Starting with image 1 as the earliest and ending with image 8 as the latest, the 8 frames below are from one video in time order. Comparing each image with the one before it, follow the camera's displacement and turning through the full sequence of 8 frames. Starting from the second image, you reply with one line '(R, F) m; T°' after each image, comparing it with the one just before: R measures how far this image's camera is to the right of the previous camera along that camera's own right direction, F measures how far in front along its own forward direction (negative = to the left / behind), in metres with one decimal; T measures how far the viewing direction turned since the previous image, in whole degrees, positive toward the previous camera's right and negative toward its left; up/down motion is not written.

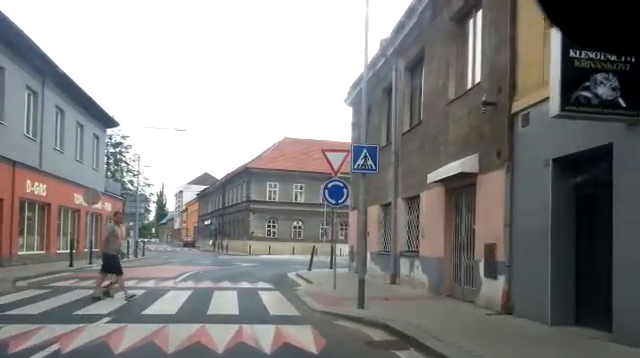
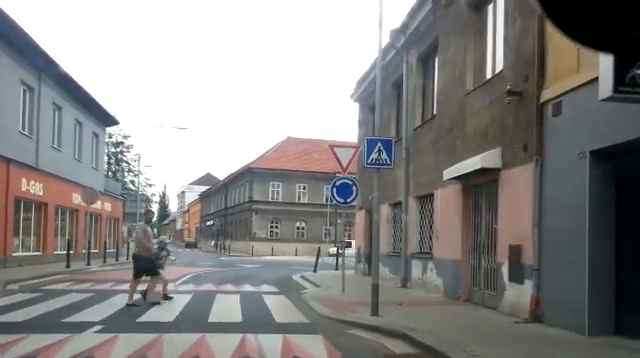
(0.0, +0.8) m; -3°
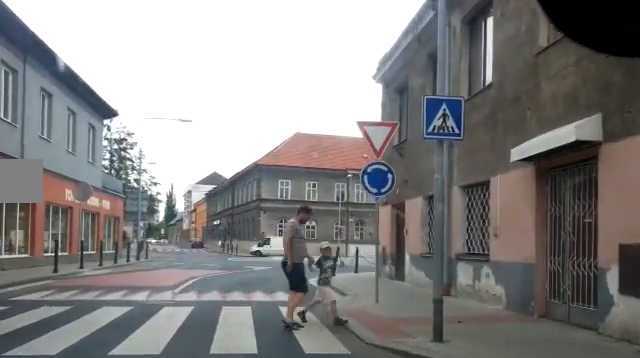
(-0.2, +2.6) m; -2°
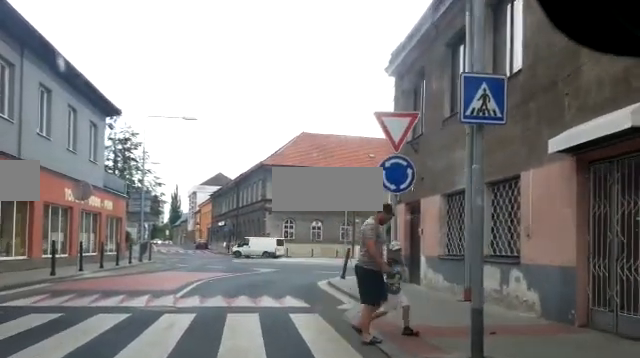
(0.0, +1.0) m; +2°
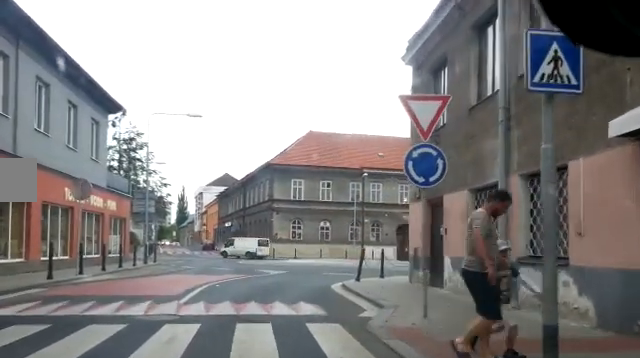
(+0.1, +1.1) m; +3°
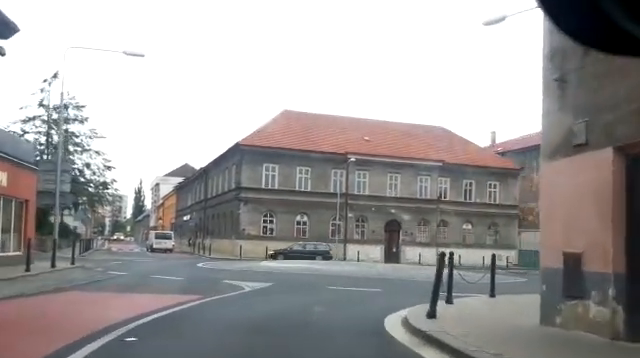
(-0.2, +7.0) m; -9°
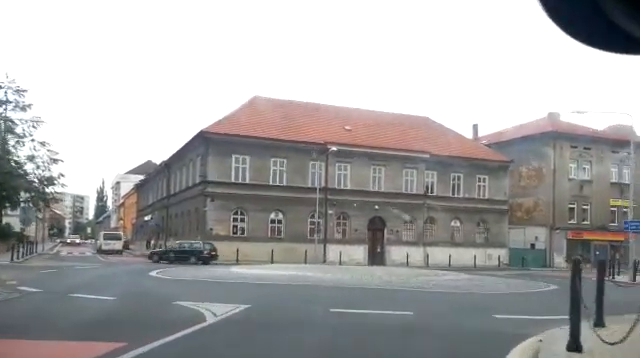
(-0.3, +4.0) m; -2°
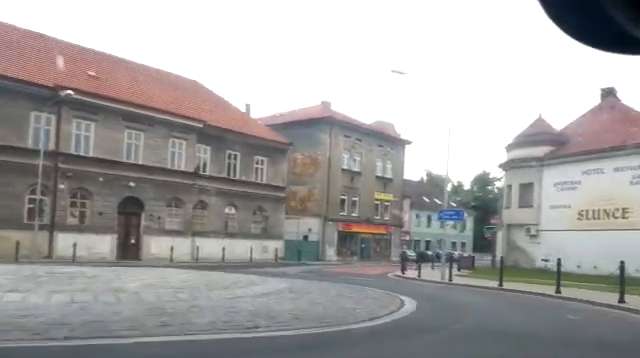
(+1.8, +6.9) m; +36°
